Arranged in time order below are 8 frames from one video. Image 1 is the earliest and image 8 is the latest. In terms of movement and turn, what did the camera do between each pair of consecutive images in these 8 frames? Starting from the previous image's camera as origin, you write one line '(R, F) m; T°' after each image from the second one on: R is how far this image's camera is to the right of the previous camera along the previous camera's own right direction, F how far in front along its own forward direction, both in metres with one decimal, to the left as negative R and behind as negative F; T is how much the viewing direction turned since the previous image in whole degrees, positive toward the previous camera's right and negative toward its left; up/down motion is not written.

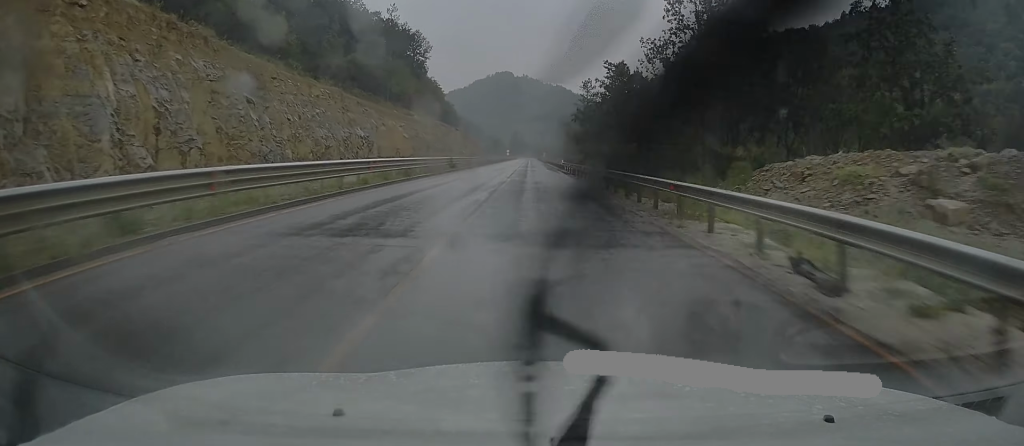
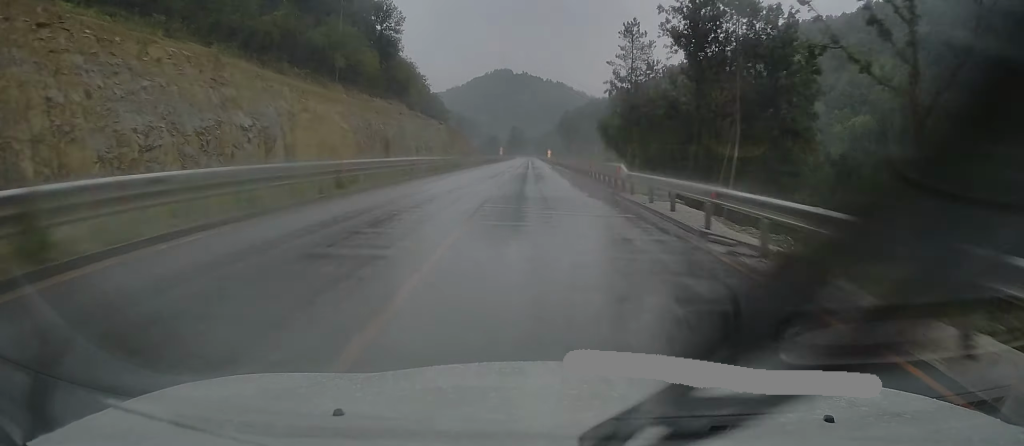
(+0.2, +39.5) m; 0°
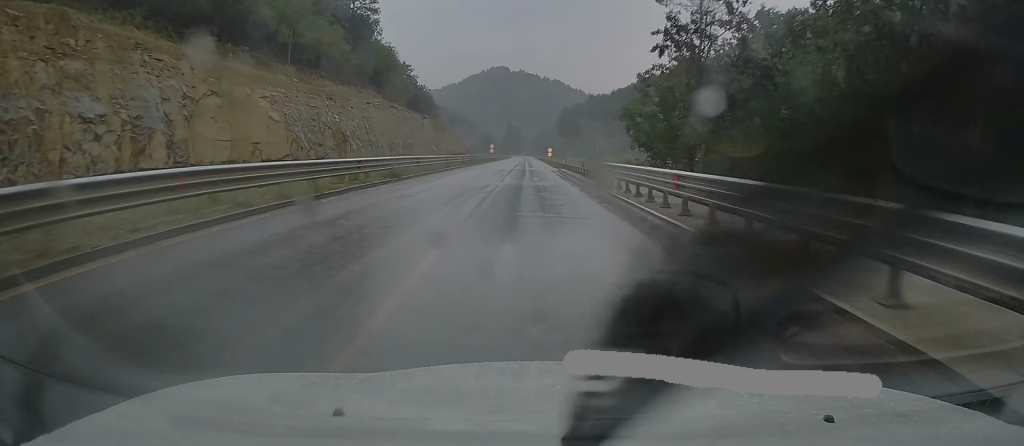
(0.0, +21.4) m; 0°
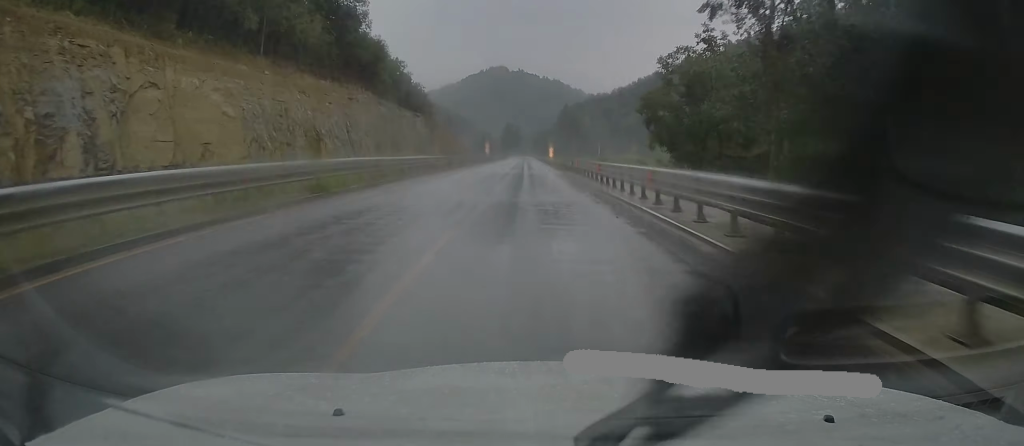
(0.0, +9.2) m; 0°
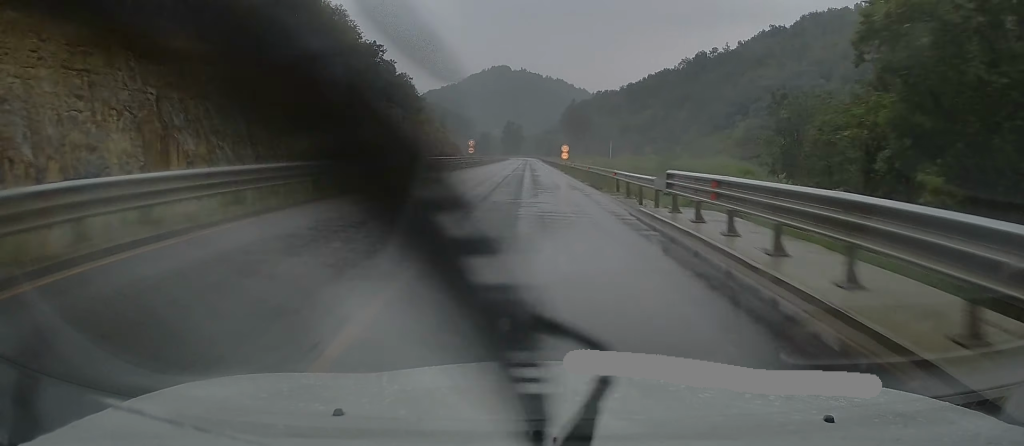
(0.0, +30.0) m; 0°
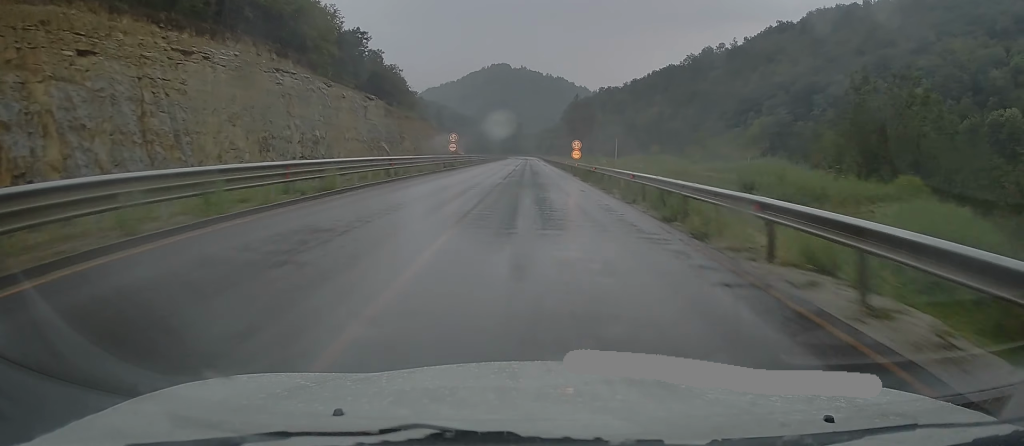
(0.0, +15.5) m; 0°
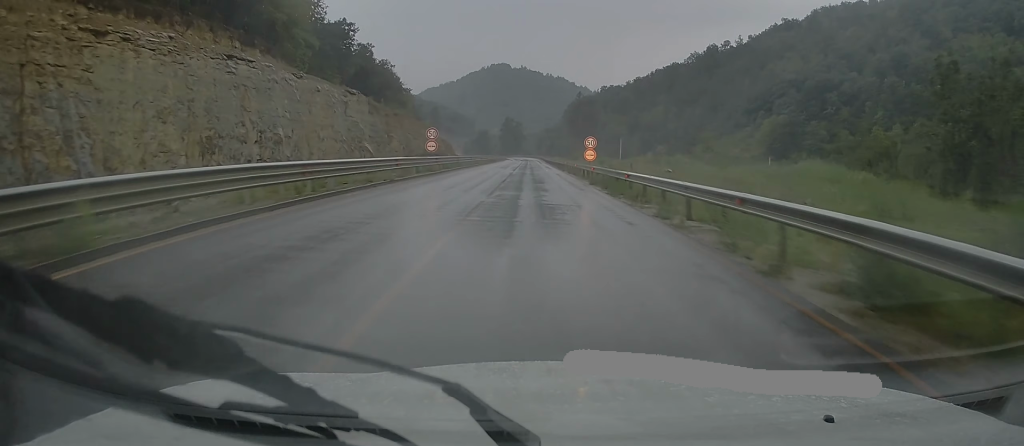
(0.0, +10.9) m; 0°
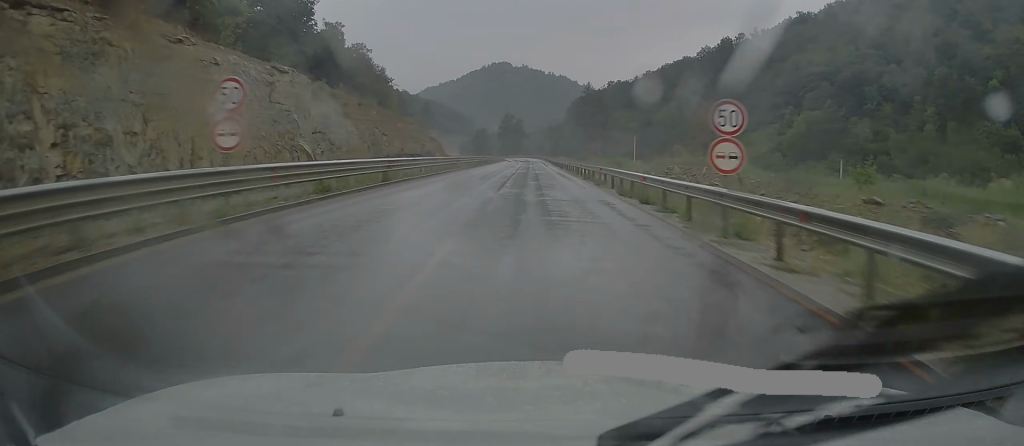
(0.0, +26.4) m; 0°
